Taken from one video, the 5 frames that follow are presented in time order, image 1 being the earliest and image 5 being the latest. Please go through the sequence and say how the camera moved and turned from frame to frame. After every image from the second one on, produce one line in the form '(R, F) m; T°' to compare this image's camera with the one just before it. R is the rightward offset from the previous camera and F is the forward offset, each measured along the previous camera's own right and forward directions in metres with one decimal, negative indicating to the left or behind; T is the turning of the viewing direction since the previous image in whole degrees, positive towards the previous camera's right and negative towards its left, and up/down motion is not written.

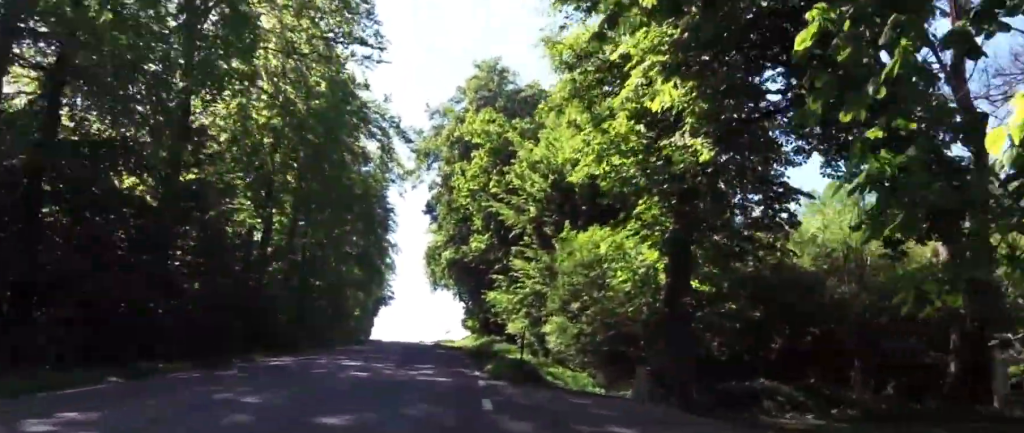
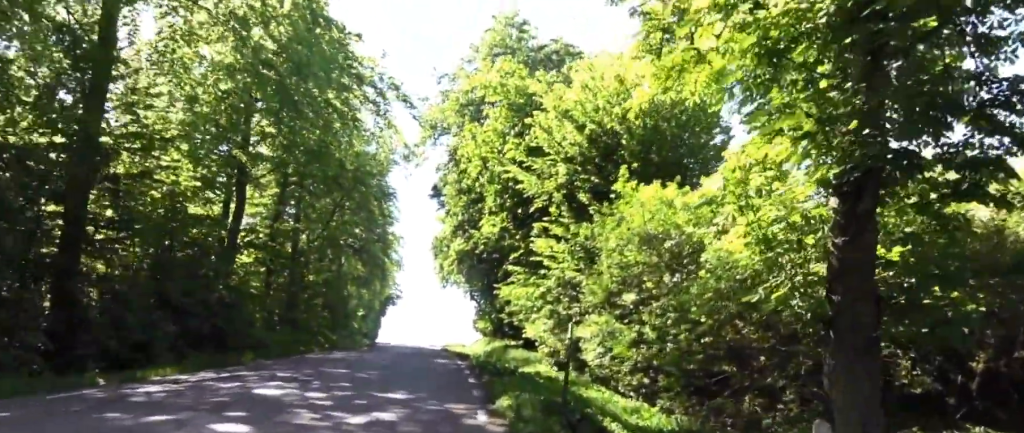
(0.0, +6.4) m; 0°
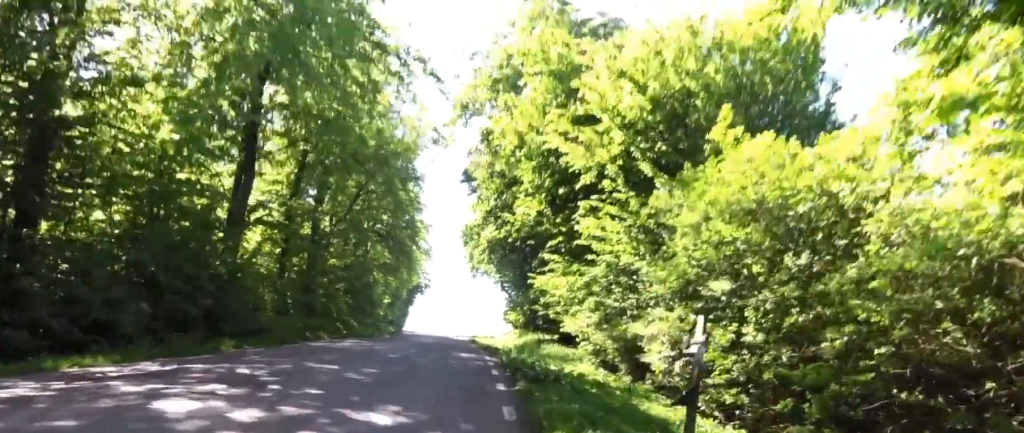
(0.0, +3.6) m; 0°
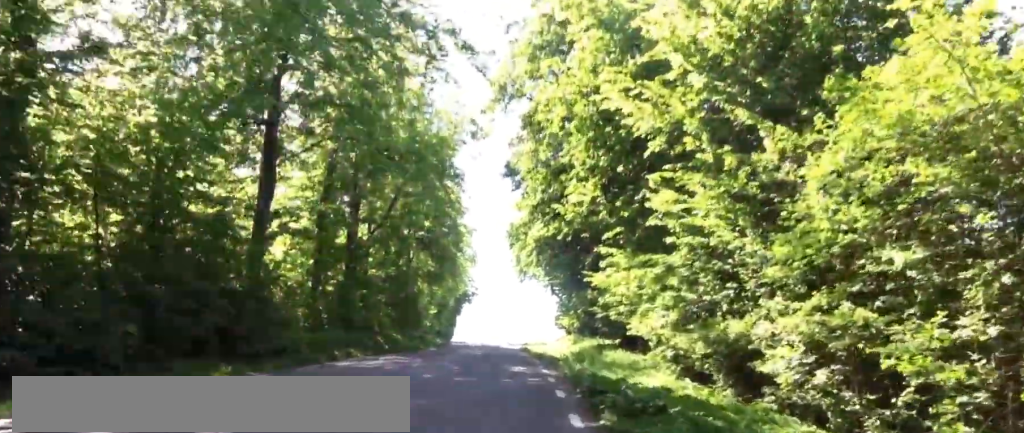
(0.0, +3.2) m; -2°
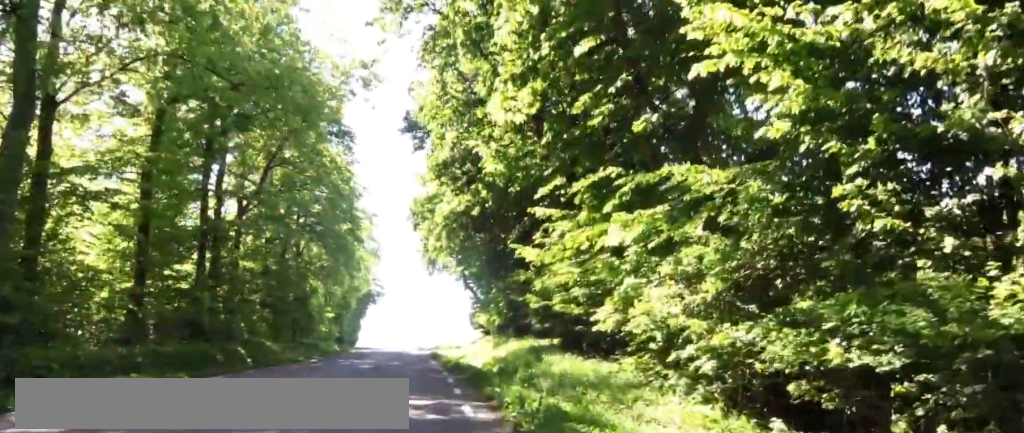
(-0.3, +8.1) m; -2°
